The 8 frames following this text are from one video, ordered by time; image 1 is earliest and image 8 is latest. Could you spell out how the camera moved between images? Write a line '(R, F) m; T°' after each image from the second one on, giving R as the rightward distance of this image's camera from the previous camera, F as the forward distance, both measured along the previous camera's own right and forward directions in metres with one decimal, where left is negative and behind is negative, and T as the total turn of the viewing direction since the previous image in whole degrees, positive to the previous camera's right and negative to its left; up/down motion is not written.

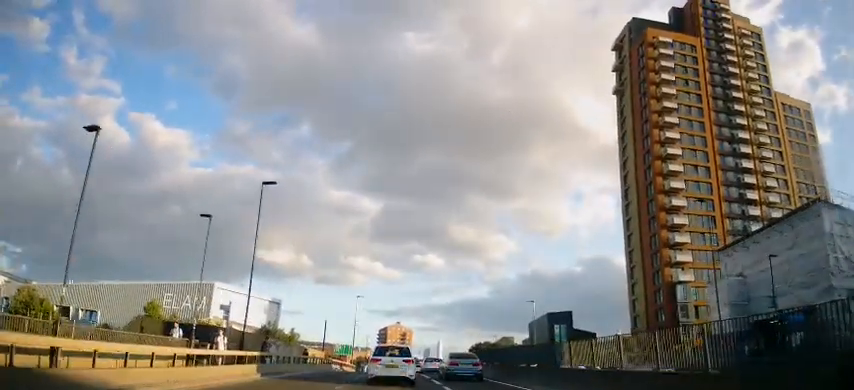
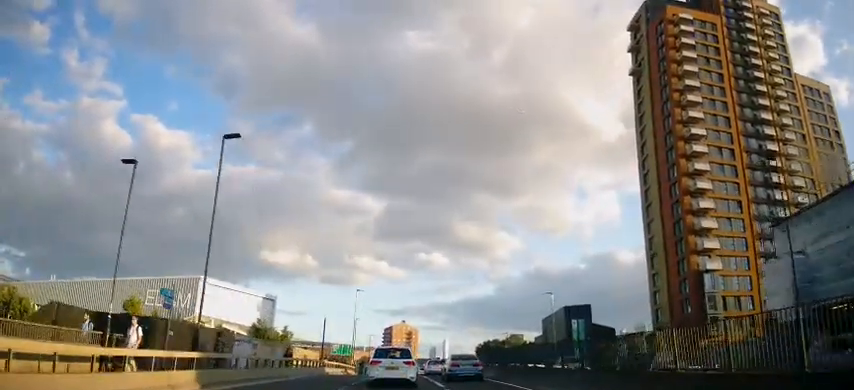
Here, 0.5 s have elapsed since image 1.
(0.0, +6.8) m; -1°
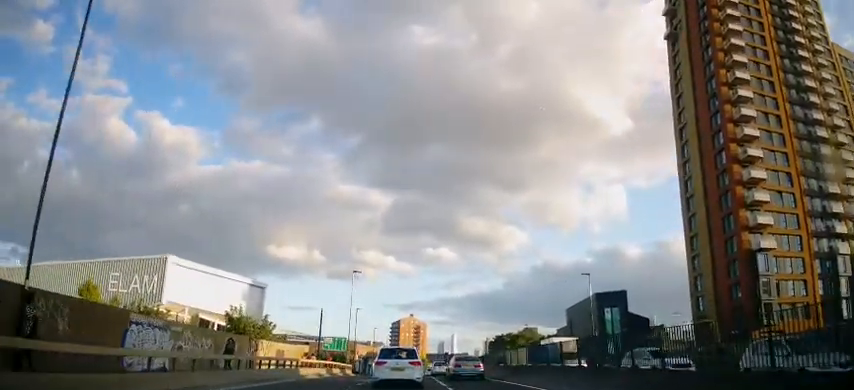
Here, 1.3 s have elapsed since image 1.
(-0.3, +11.1) m; -1°
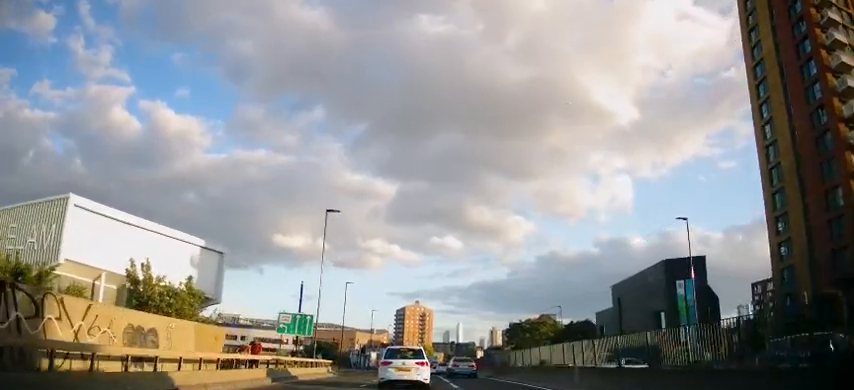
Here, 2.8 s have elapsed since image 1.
(+0.1, +18.8) m; 0°
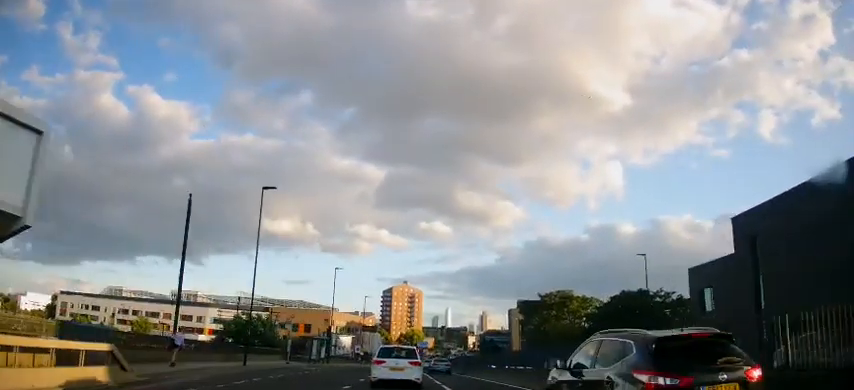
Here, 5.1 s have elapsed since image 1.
(0.0, +30.7) m; +1°
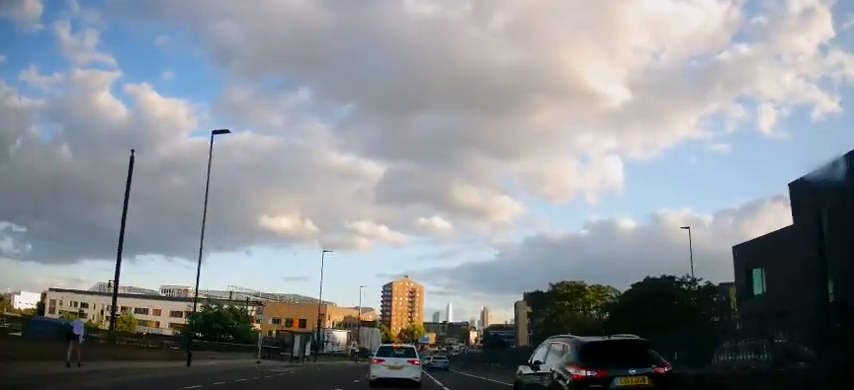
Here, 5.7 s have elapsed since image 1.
(0.0, +7.7) m; 0°
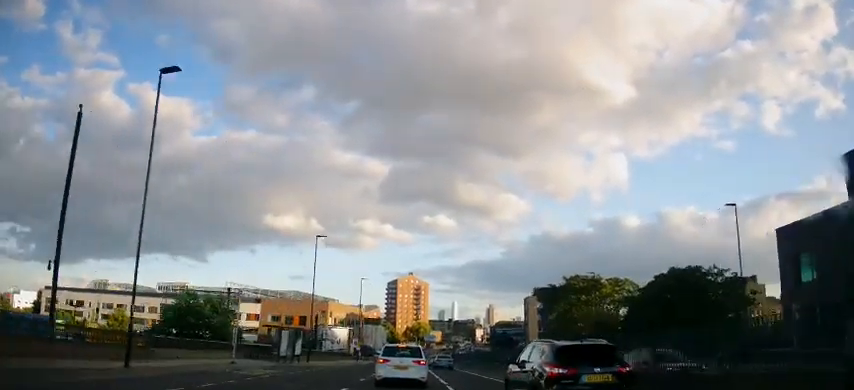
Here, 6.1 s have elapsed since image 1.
(0.0, +5.5) m; 0°
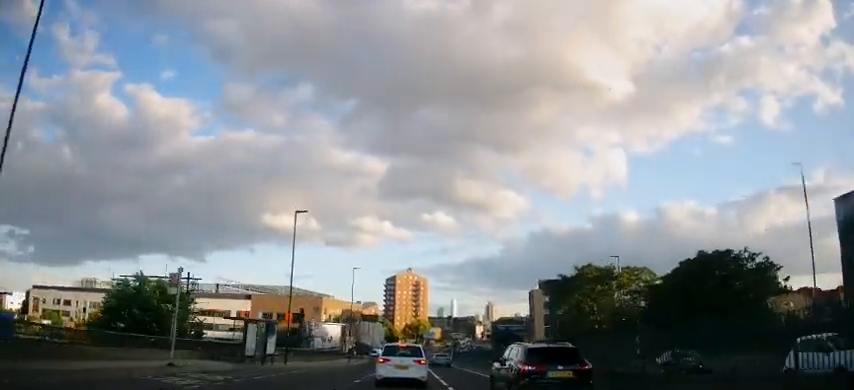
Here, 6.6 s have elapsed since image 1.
(0.0, +6.9) m; 0°
